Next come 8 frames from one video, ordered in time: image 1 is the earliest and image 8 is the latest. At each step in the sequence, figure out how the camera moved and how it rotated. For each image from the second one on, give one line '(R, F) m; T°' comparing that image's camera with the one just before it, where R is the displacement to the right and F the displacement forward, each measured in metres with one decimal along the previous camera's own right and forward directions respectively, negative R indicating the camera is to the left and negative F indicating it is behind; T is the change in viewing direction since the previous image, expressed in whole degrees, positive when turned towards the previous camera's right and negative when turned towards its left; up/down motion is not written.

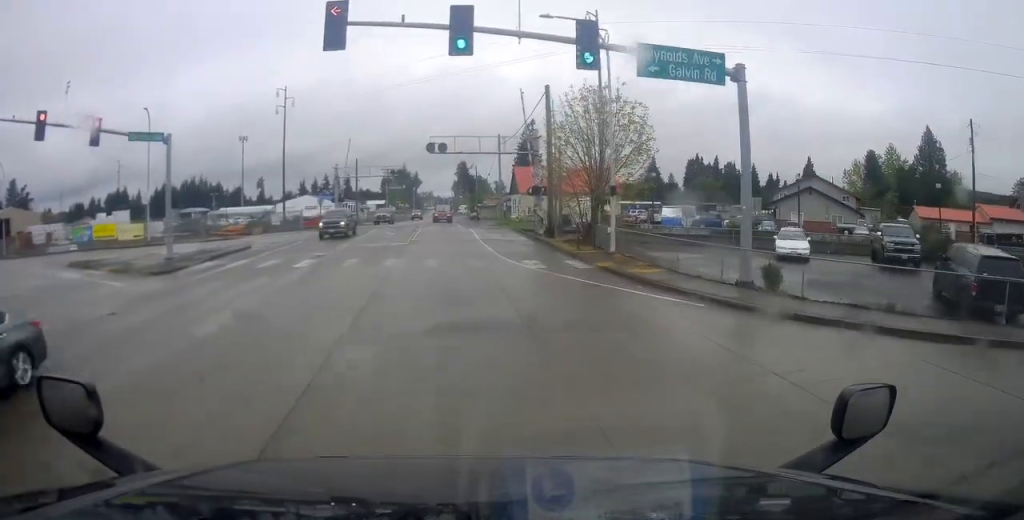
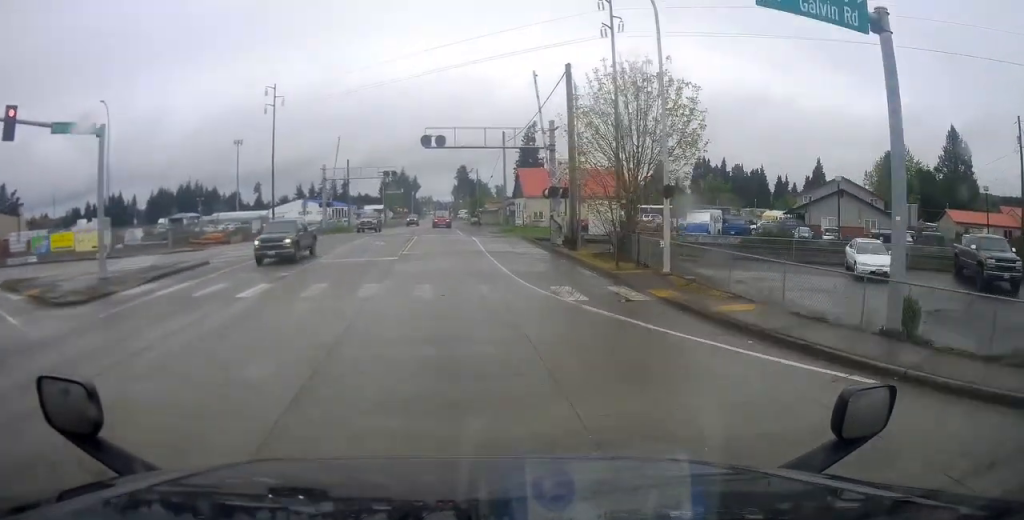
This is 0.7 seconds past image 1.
(+0.1, +5.4) m; +1°
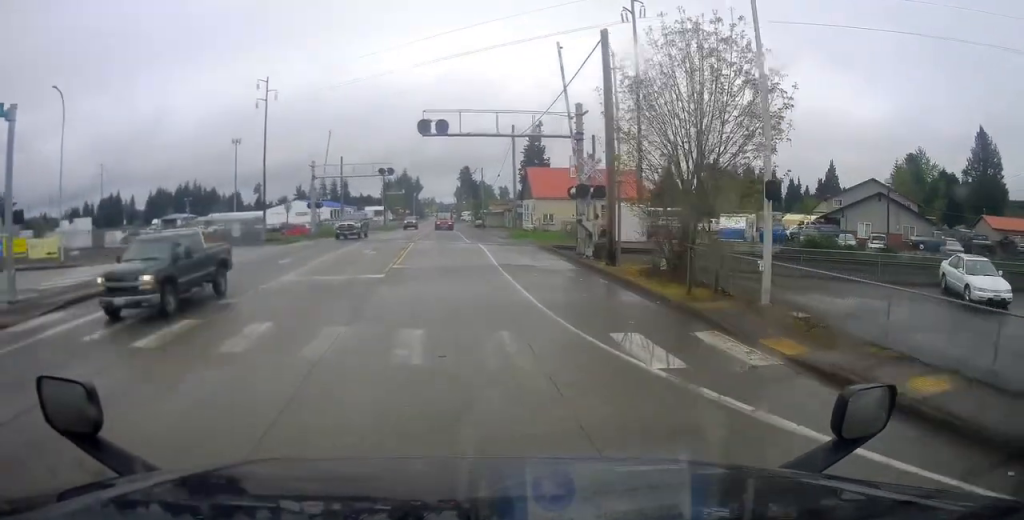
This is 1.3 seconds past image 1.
(0.0, +5.1) m; 0°
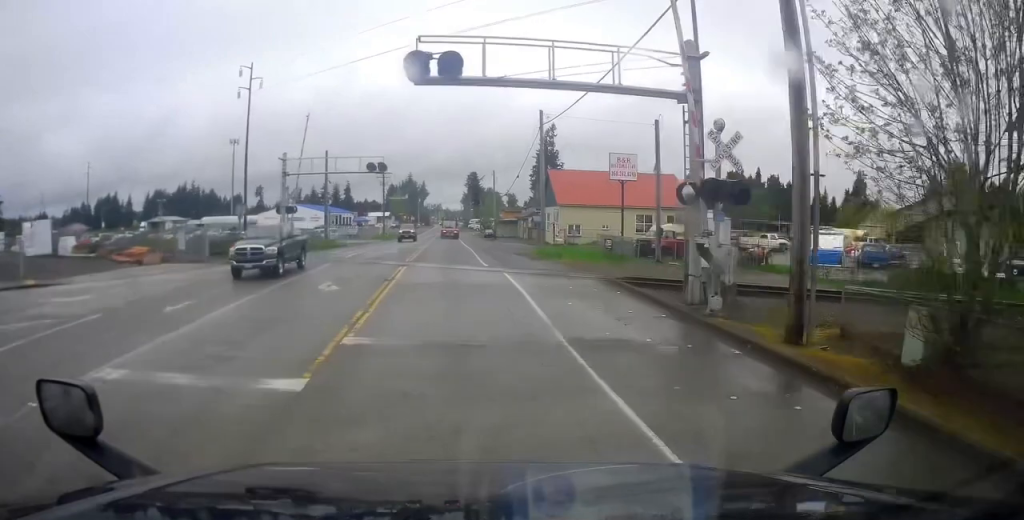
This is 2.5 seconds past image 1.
(0.0, +10.5) m; -1°
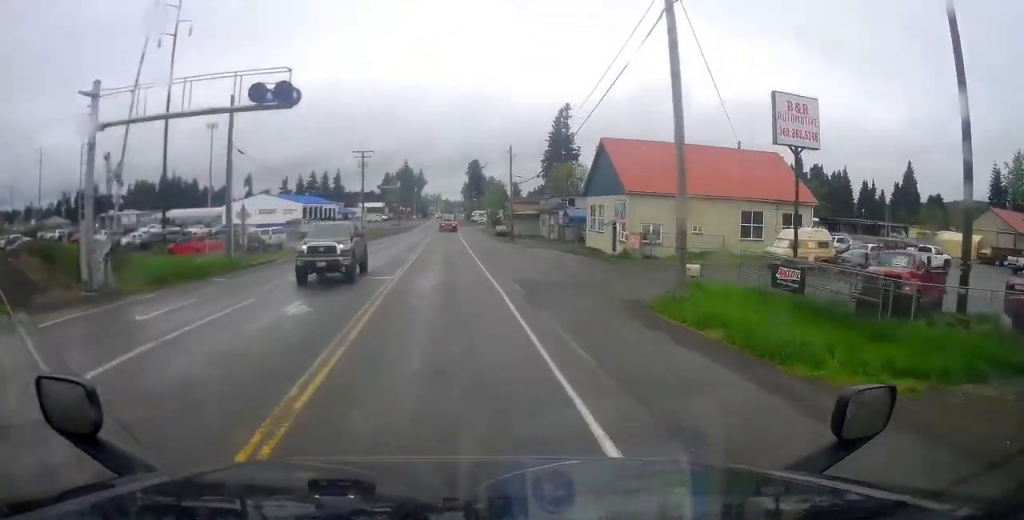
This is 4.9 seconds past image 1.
(-0.8, +22.7) m; -3°
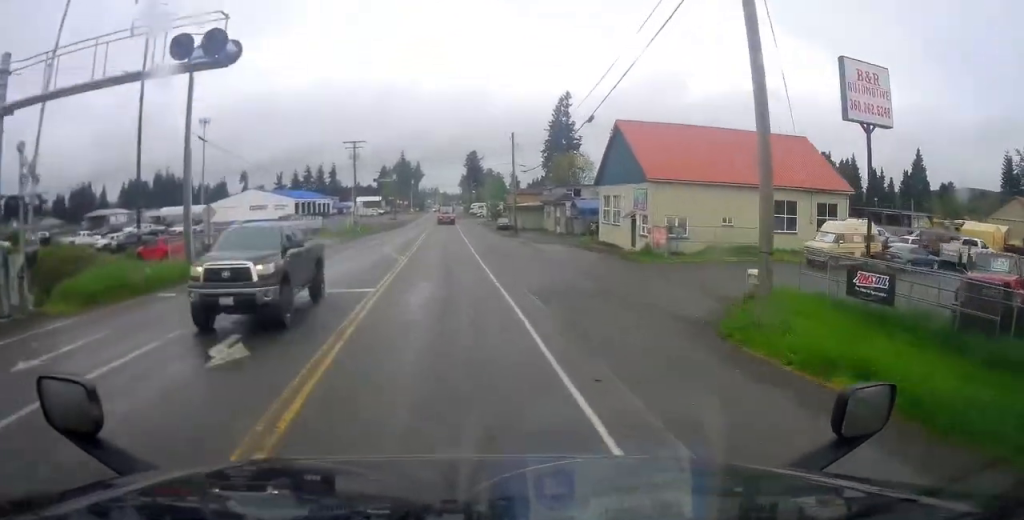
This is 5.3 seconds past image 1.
(0.0, +4.5) m; 0°
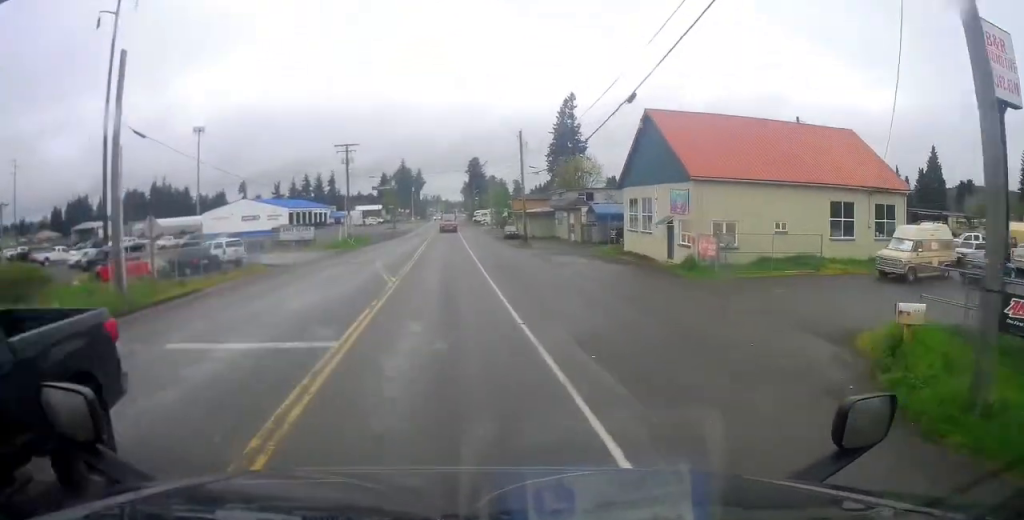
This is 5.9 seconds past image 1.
(0.0, +5.7) m; +1°
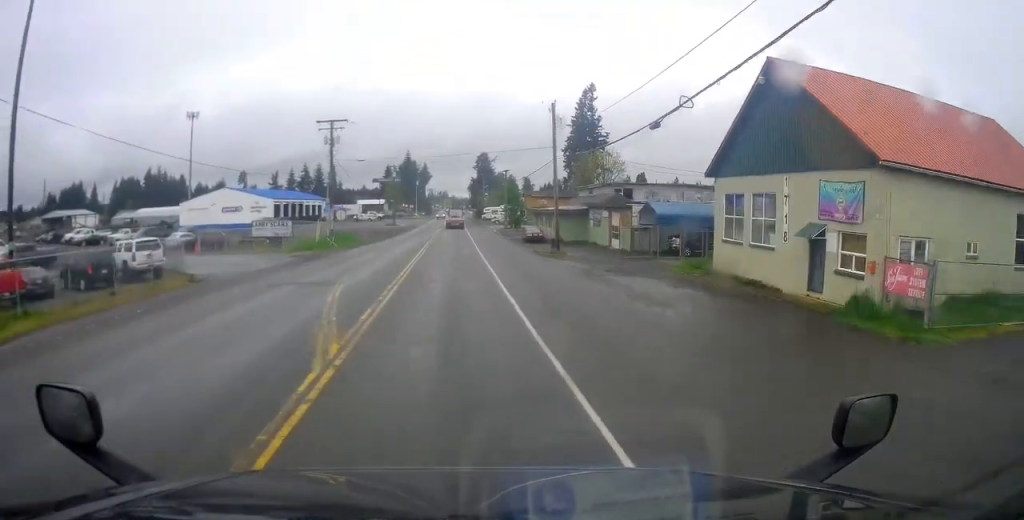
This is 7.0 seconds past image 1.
(+0.2, +11.9) m; +2°
